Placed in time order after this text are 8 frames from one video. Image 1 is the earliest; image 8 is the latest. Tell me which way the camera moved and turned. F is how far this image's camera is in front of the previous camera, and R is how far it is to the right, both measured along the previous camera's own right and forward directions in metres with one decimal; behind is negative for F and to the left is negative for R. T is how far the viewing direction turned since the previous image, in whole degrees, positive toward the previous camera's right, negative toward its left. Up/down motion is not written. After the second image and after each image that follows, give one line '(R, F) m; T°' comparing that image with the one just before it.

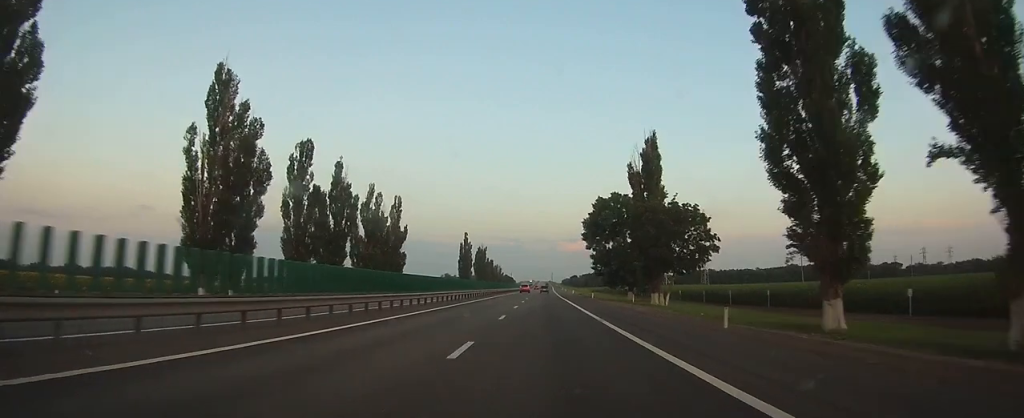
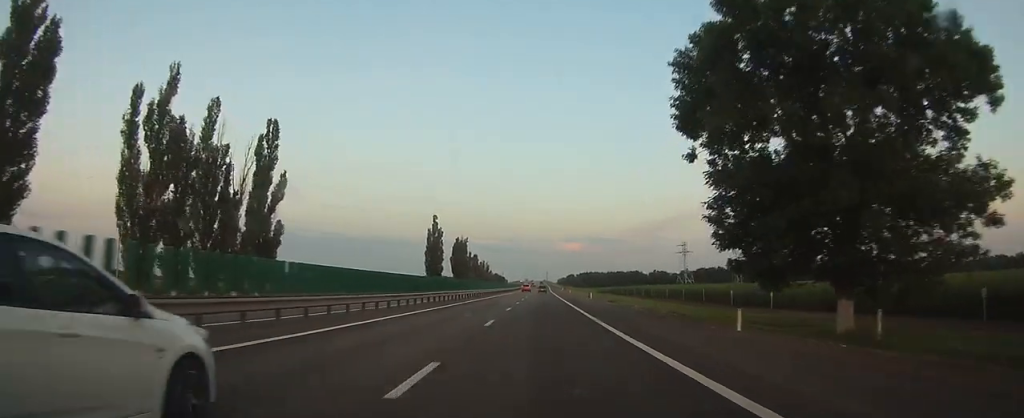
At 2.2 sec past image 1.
(+0.1, +51.2) m; 0°
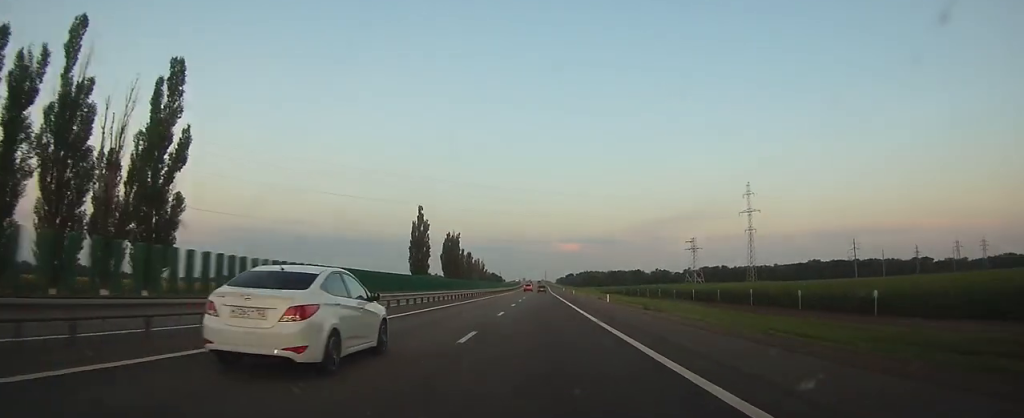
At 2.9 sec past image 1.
(0.0, +17.5) m; 0°
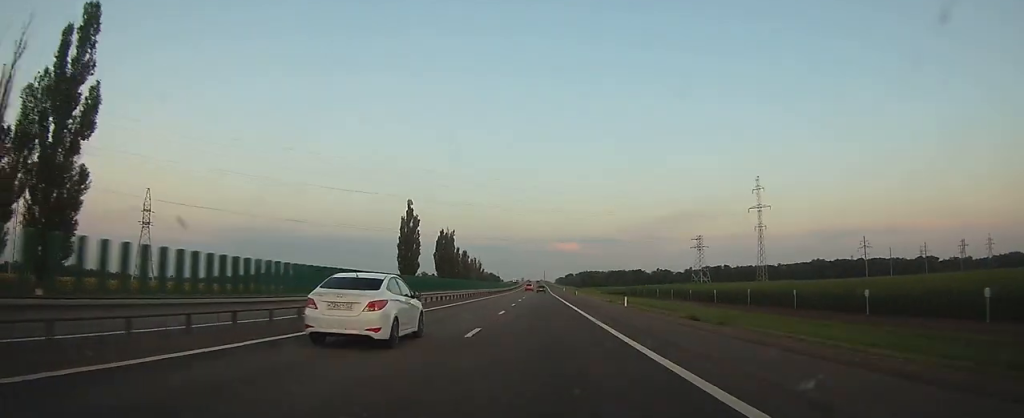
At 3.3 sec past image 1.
(0.0, +10.4) m; 0°
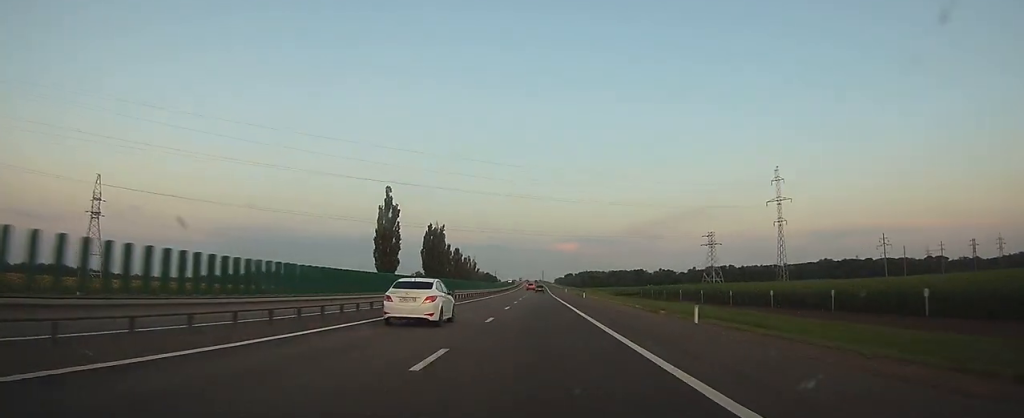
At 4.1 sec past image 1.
(0.0, +17.6) m; 0°
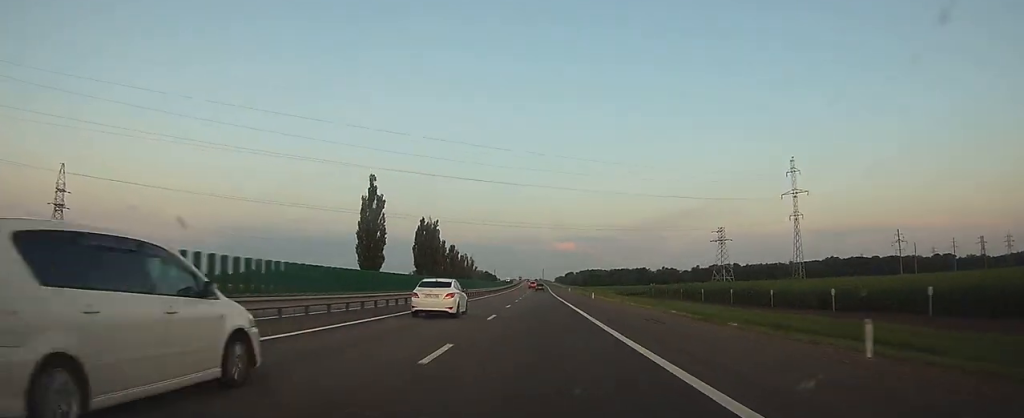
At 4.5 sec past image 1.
(0.0, +11.3) m; 0°
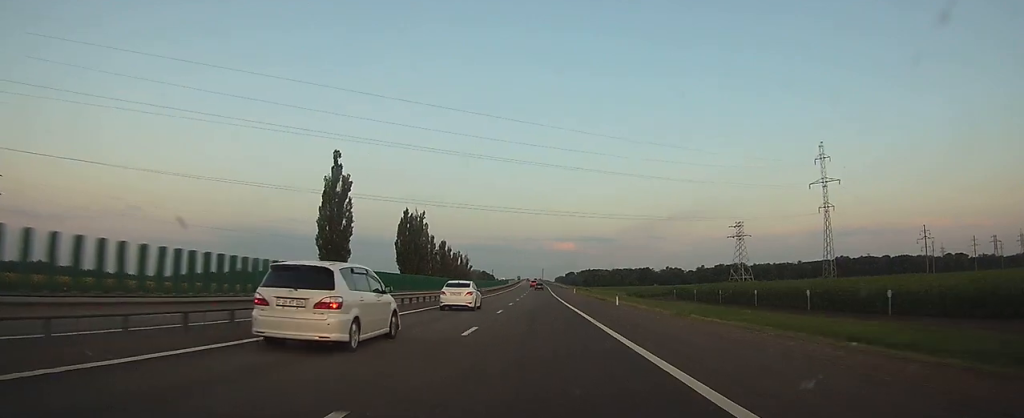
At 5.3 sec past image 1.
(+0.1, +18.6) m; 0°
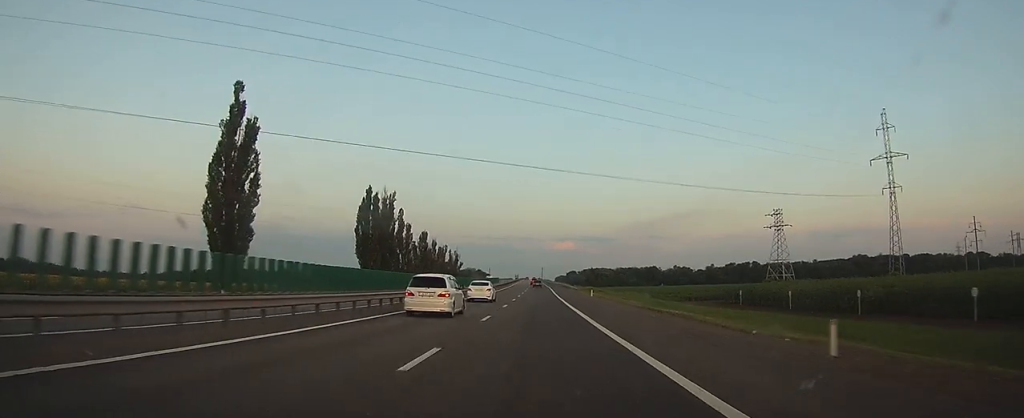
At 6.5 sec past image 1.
(+0.2, +29.9) m; 0°
